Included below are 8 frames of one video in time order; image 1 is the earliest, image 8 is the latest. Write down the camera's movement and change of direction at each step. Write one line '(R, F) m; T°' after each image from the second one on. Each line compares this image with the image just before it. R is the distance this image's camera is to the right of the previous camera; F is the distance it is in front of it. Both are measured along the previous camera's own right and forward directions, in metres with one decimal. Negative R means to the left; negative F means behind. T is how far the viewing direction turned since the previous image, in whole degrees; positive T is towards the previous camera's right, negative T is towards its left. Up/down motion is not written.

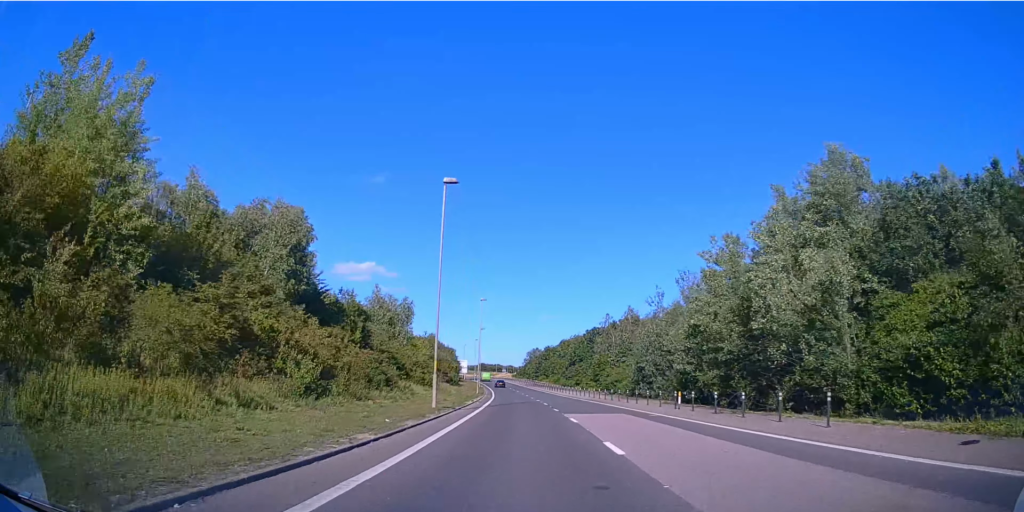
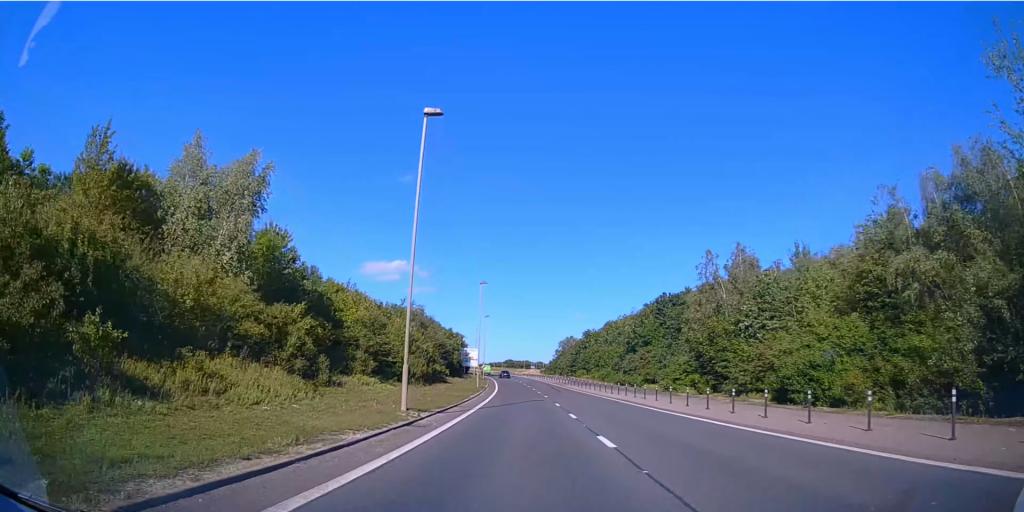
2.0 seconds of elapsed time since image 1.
(-1.1, +43.1) m; -3°
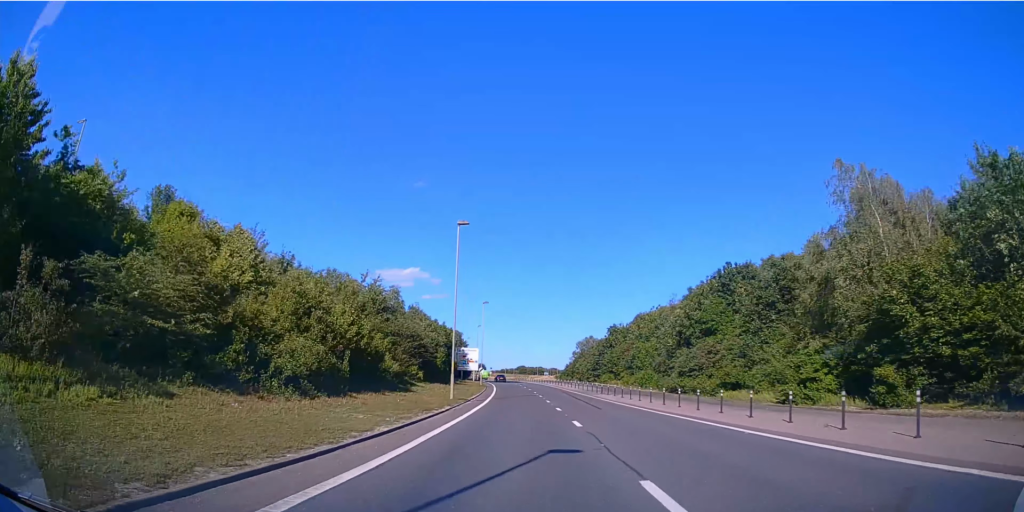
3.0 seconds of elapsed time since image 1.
(-0.4, +23.9) m; -1°
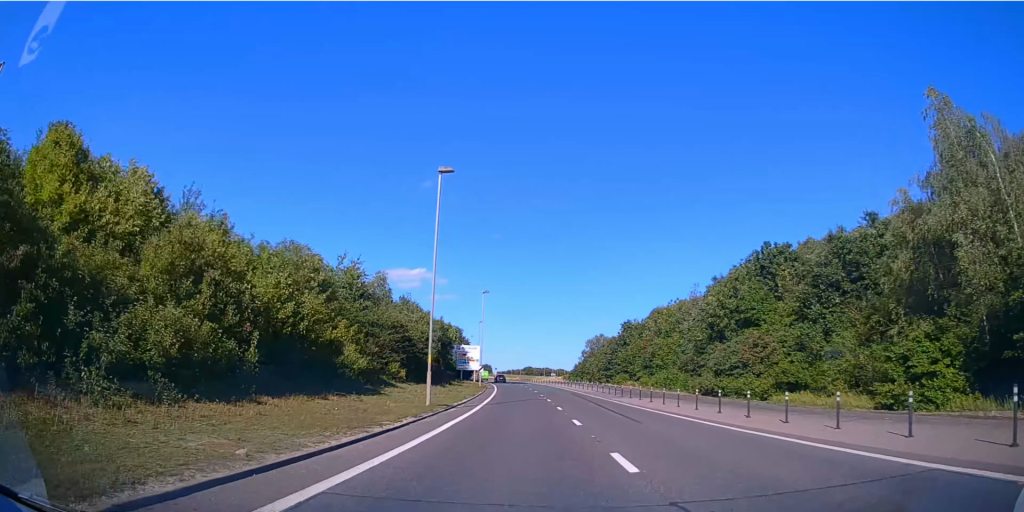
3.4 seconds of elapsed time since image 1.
(+0.1, +9.0) m; 0°
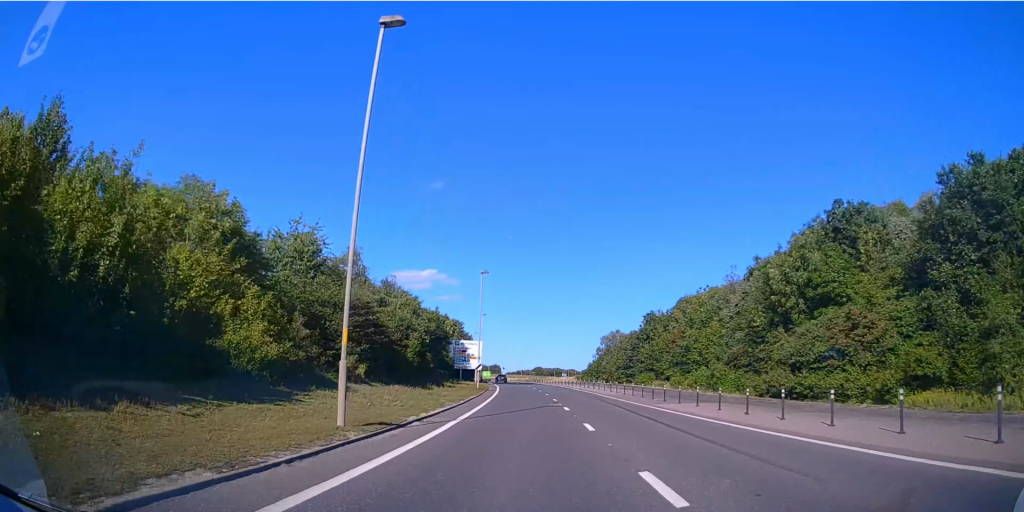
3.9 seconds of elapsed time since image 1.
(0.0, +11.2) m; -1°
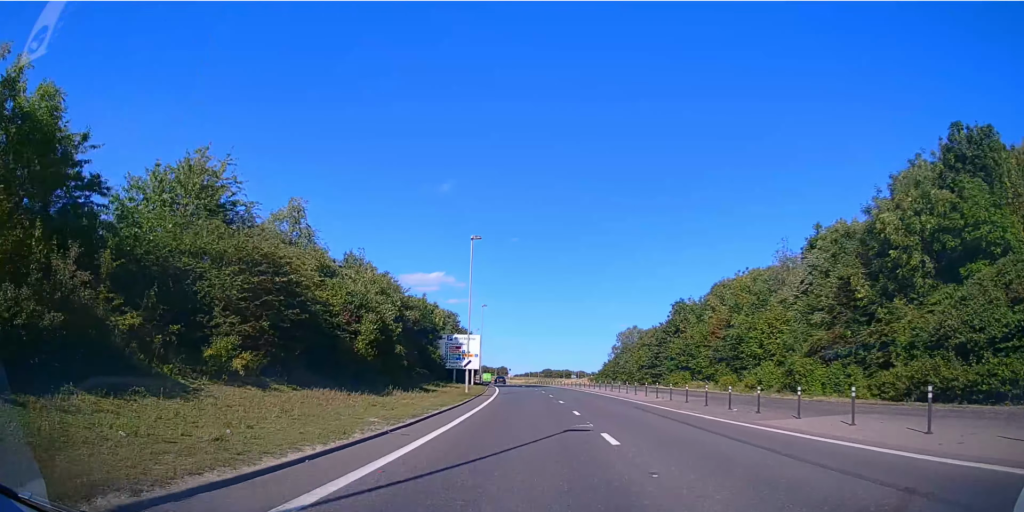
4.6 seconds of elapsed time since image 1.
(-0.1, +14.2) m; -1°
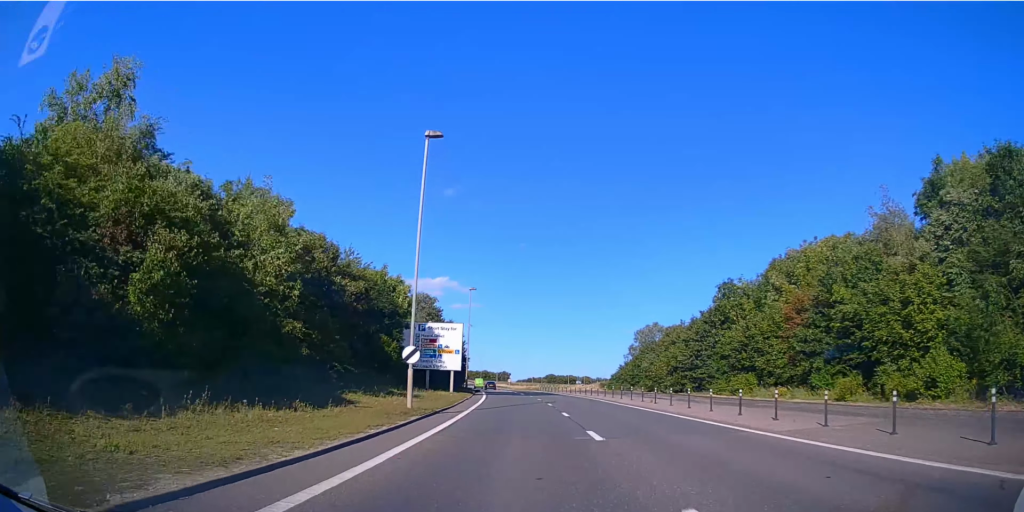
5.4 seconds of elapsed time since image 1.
(-0.3, +17.9) m; -1°
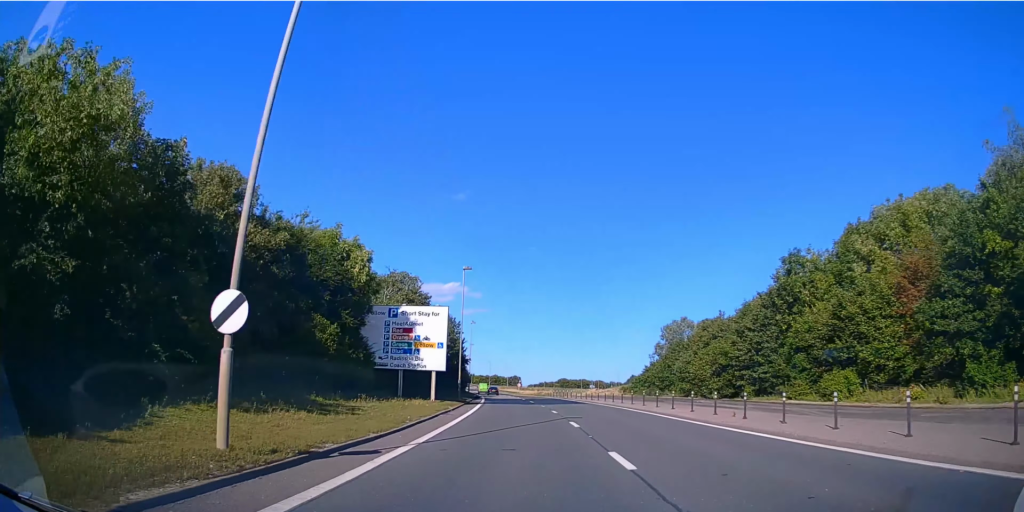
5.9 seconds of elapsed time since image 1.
(-0.1, +12.7) m; -1°
